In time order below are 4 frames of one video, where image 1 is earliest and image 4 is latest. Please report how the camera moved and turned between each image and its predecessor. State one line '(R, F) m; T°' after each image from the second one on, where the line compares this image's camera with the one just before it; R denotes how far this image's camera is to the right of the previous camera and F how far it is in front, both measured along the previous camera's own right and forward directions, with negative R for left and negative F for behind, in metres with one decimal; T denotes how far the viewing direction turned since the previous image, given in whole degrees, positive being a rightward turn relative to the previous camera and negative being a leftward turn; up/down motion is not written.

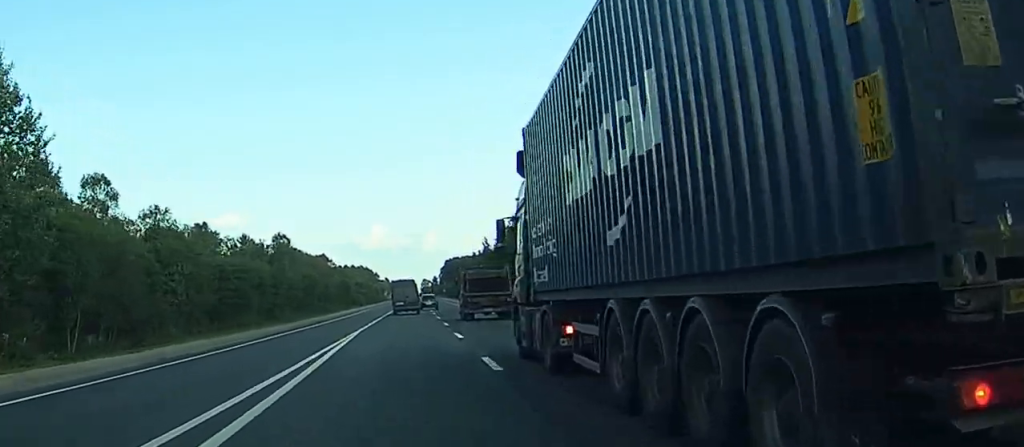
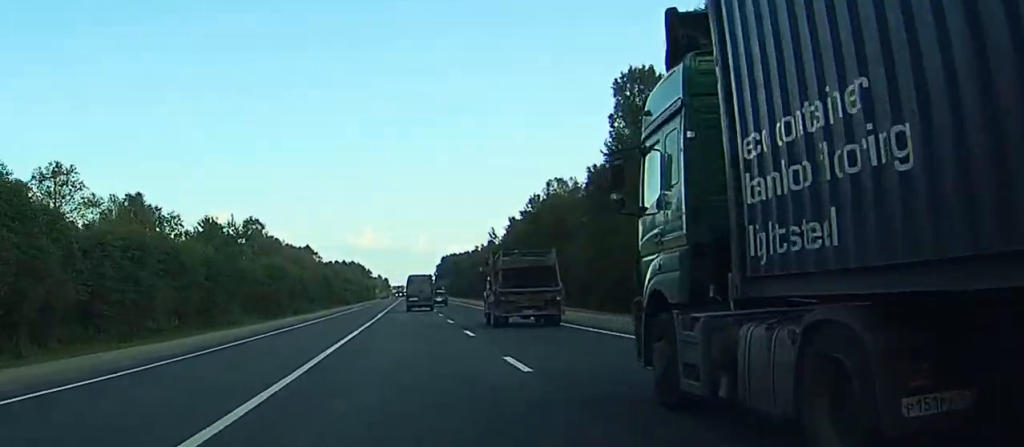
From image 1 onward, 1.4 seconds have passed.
(0.0, +37.0) m; 0°
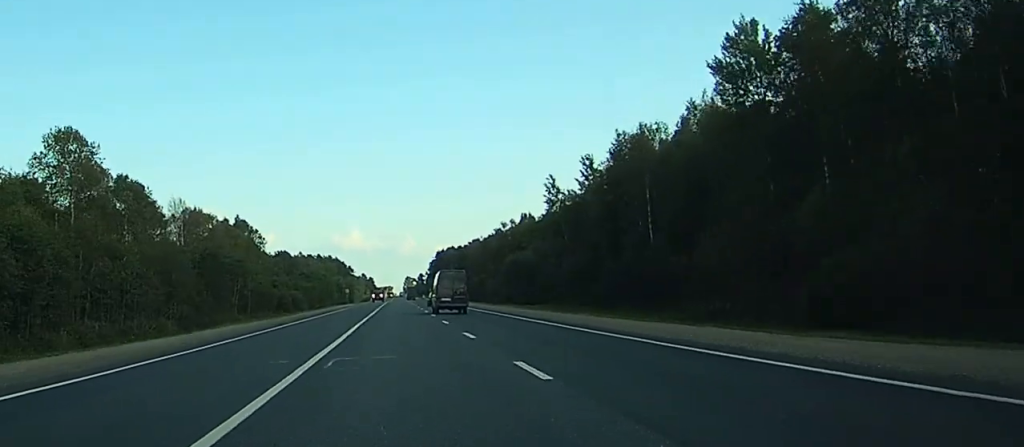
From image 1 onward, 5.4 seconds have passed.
(0.0, +109.0) m; +1°
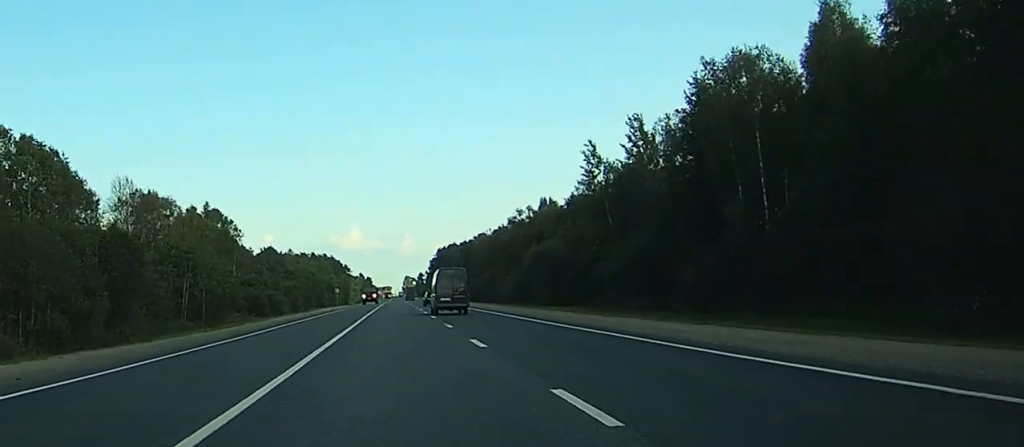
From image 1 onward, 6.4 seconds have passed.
(+0.1, +28.8) m; 0°
